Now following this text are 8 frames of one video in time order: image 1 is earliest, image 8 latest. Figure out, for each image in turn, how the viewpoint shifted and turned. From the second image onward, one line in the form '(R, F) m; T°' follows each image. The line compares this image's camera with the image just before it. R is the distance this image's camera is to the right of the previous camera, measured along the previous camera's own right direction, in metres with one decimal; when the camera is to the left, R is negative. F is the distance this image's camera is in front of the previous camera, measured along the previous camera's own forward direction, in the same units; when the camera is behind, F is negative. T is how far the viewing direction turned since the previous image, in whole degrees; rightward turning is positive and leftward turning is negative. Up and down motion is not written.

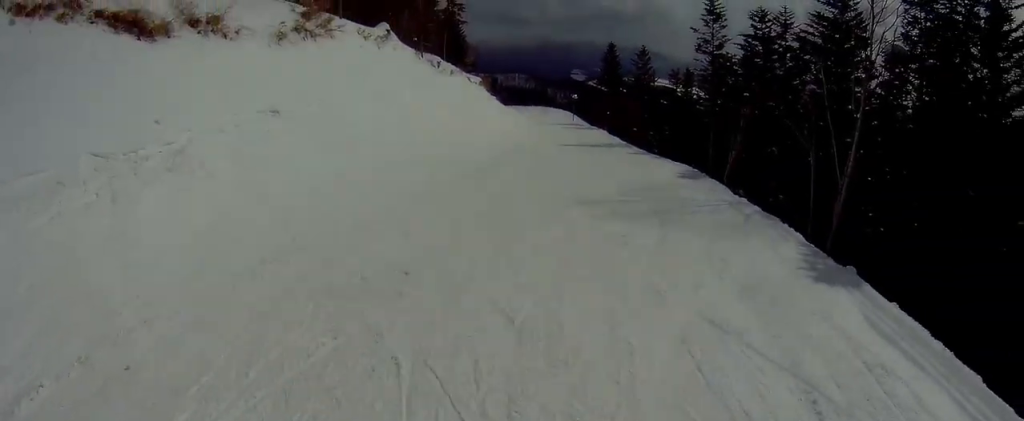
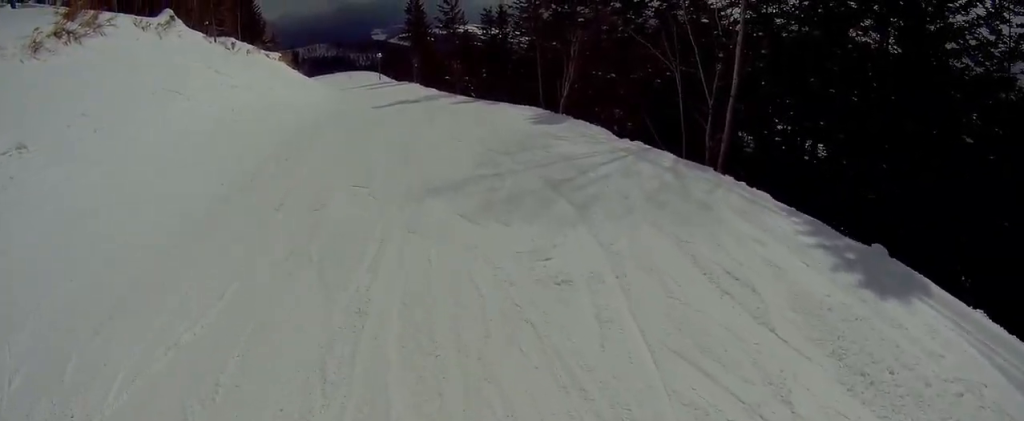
(+1.0, +5.0) m; +22°
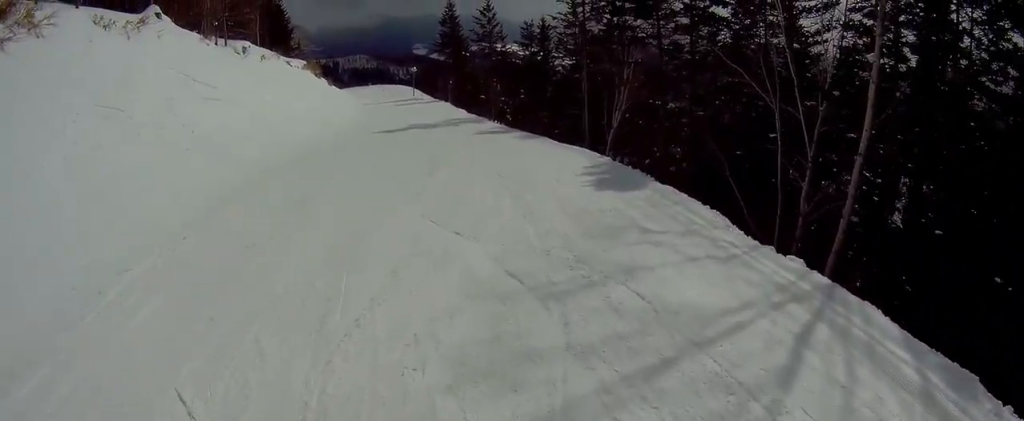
(+1.6, +7.1) m; -2°
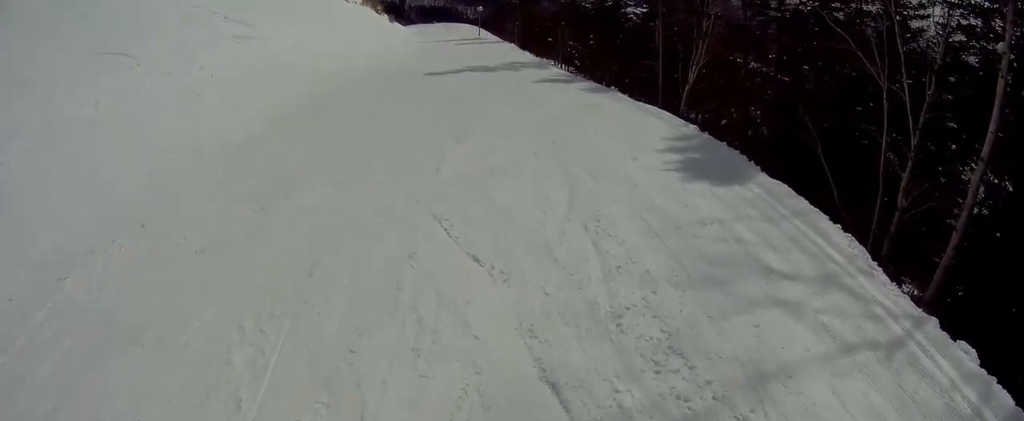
(-0.1, +2.4) m; -8°
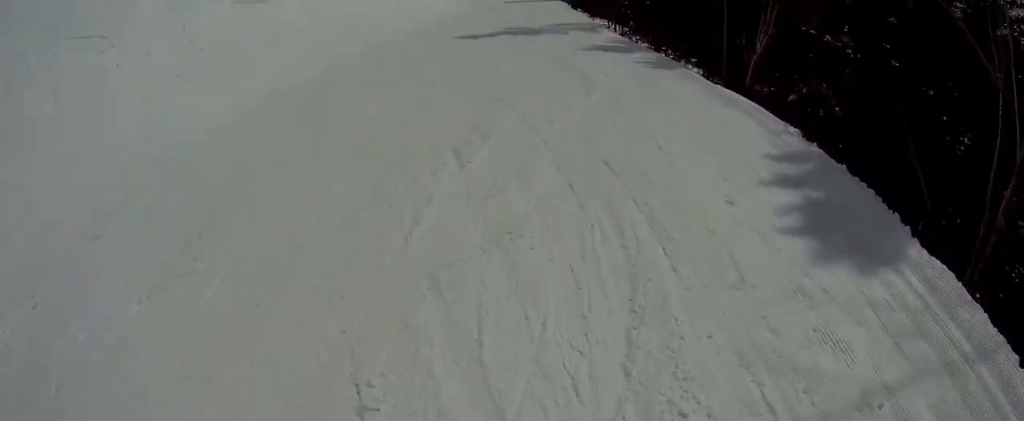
(-1.4, +2.6) m; -4°
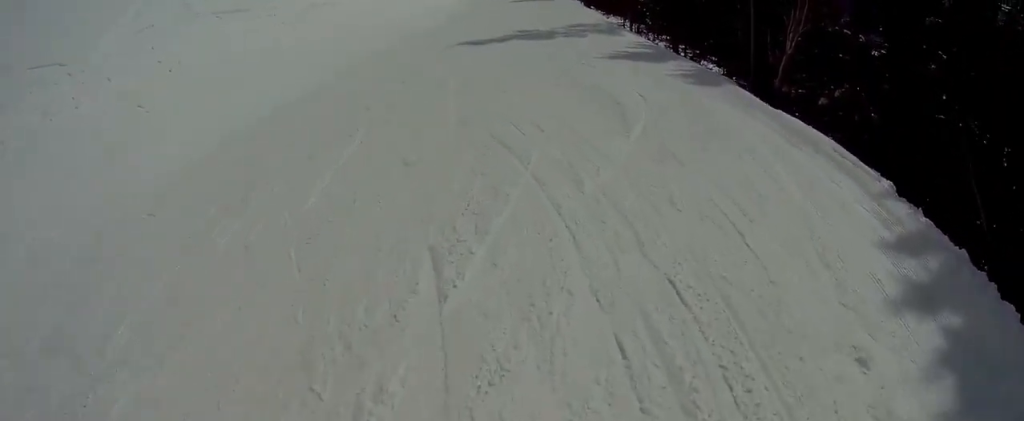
(0.0, +2.2) m; +3°
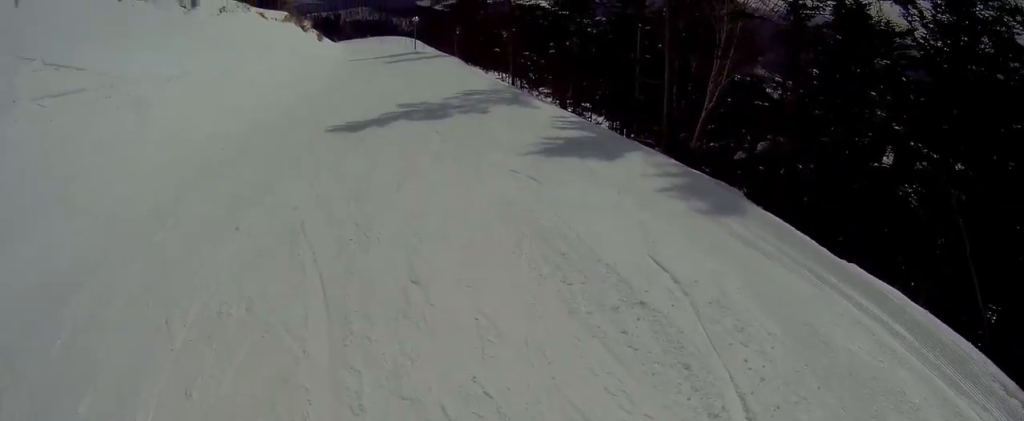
(+1.3, +4.7) m; +14°
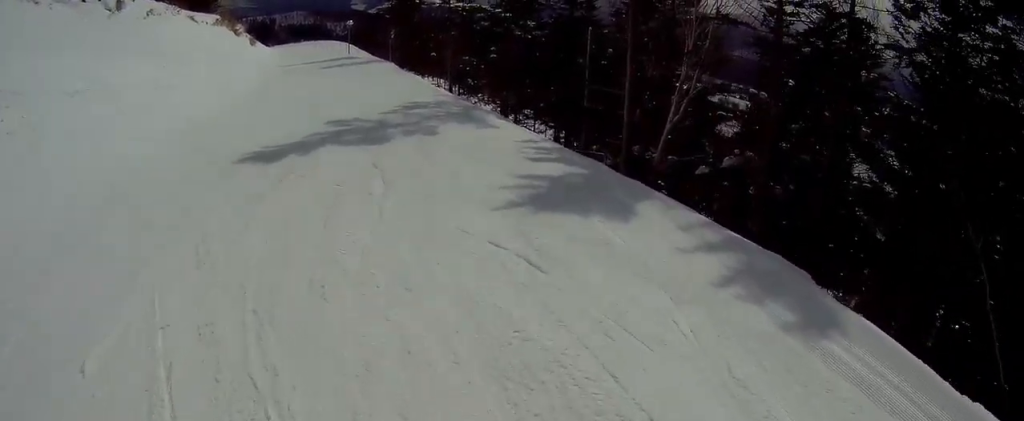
(0.0, +2.8) m; -5°
